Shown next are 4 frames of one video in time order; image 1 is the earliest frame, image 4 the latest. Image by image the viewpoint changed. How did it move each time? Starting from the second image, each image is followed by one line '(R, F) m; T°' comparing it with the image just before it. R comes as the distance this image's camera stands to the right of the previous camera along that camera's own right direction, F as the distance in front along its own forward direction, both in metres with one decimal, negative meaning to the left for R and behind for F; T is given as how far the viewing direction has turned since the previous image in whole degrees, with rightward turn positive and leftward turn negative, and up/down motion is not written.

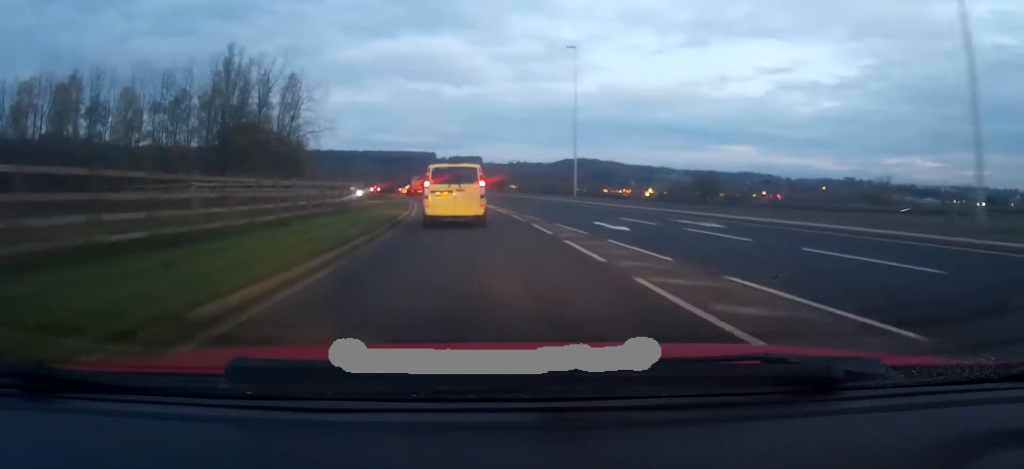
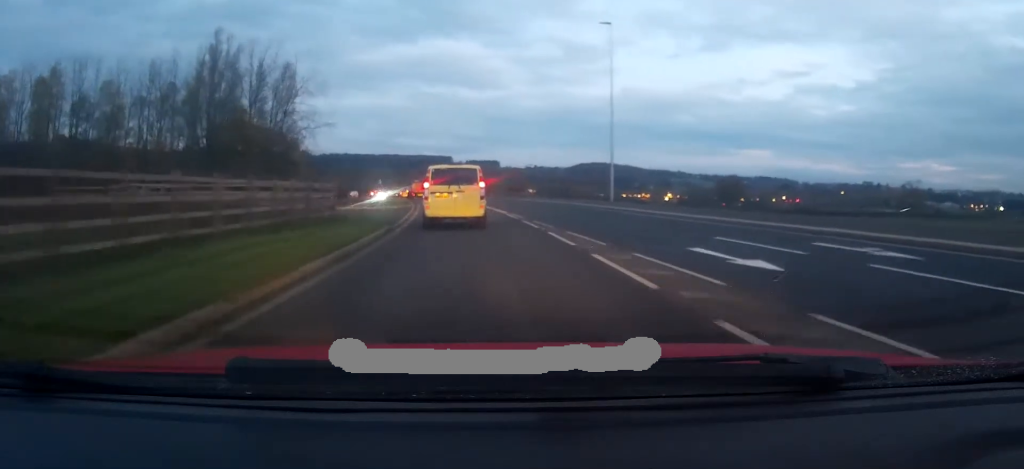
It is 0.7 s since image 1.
(-0.1, +8.4) m; -2°
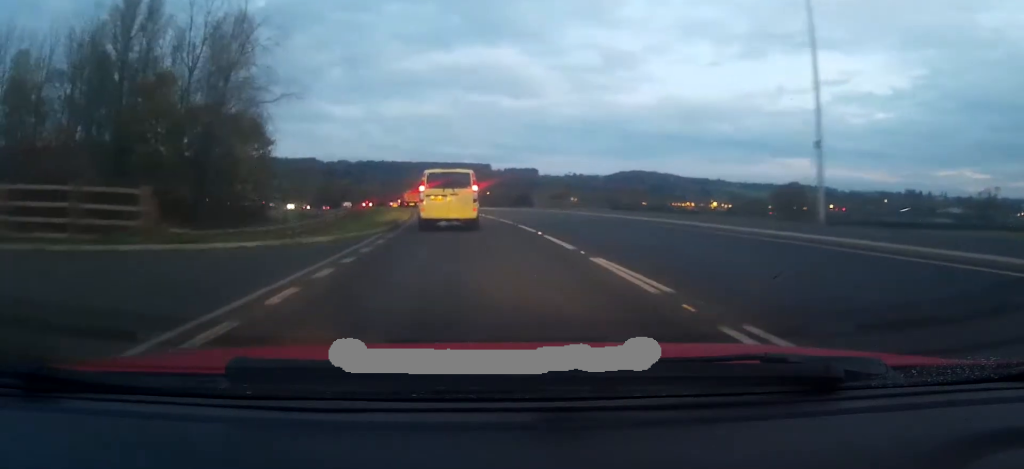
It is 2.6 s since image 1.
(-0.7, +23.6) m; -4°
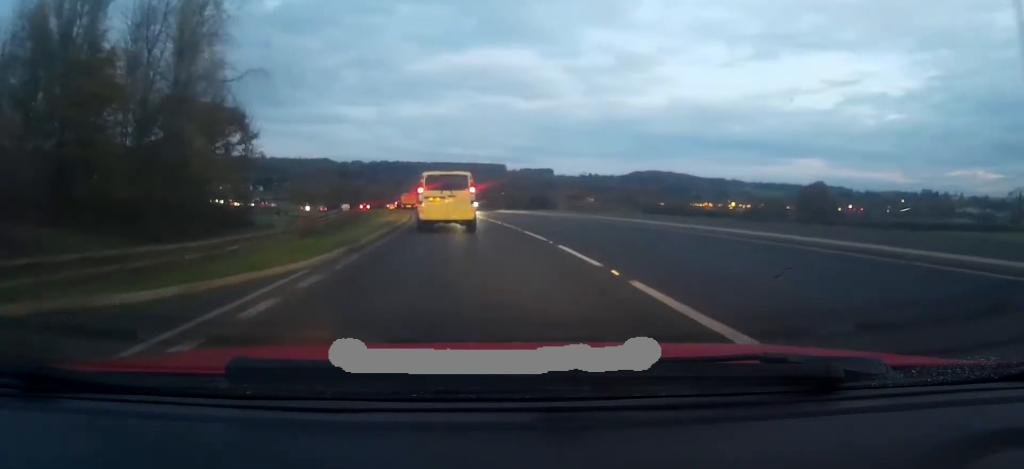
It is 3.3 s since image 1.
(-0.4, +8.9) m; -2°
